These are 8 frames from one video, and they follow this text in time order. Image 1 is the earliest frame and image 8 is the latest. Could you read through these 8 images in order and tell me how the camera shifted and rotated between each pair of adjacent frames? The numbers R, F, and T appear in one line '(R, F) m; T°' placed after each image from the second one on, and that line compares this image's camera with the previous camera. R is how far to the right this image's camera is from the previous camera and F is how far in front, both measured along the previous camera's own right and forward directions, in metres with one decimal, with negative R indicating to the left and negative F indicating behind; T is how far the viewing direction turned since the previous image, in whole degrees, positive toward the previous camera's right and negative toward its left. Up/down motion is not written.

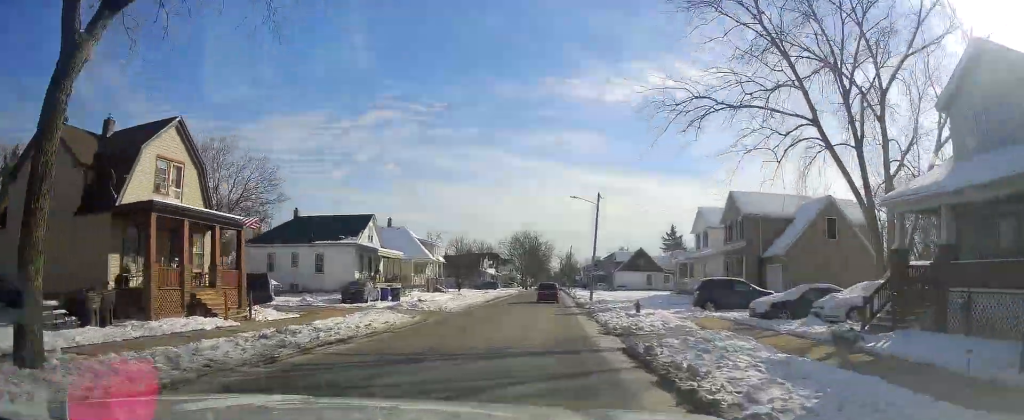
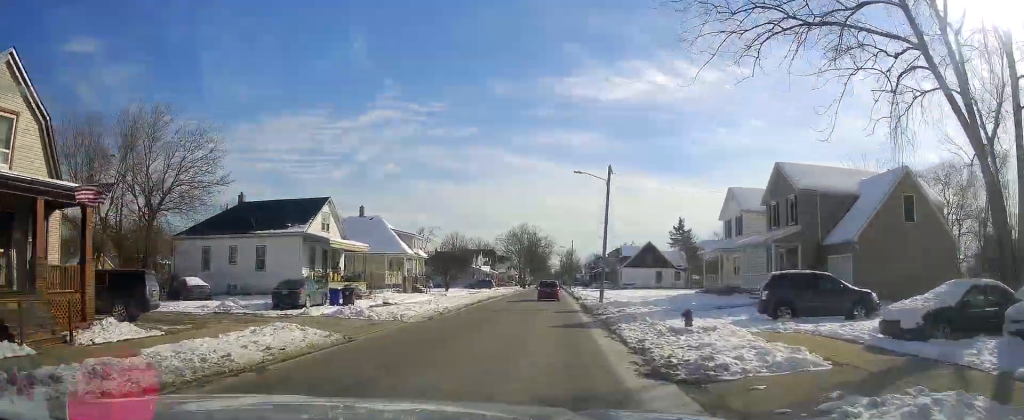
(+0.1, +9.8) m; 0°
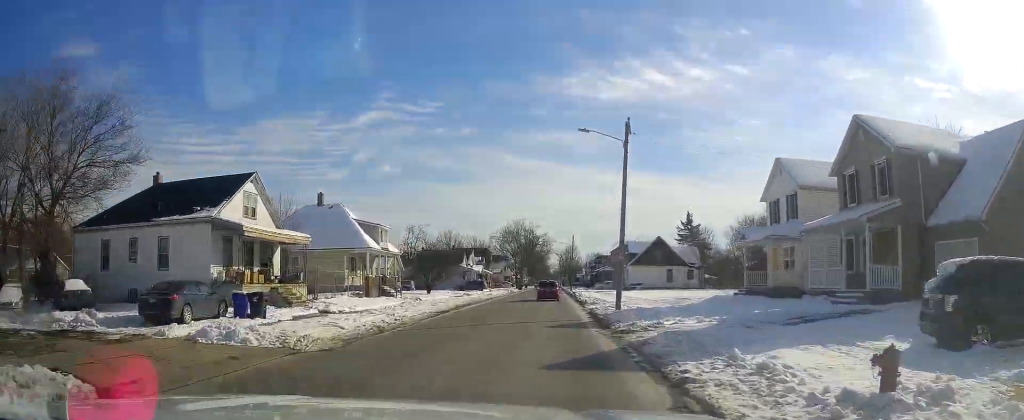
(-0.5, +10.4) m; 0°
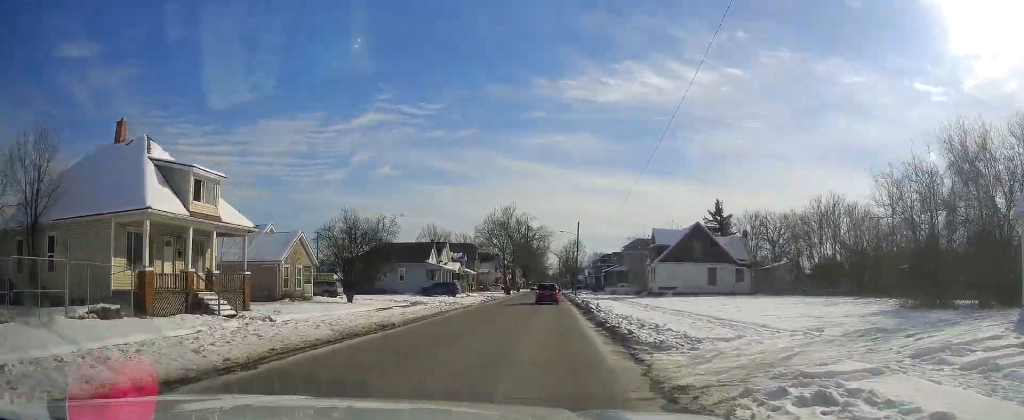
(+0.3, +25.6) m; 0°
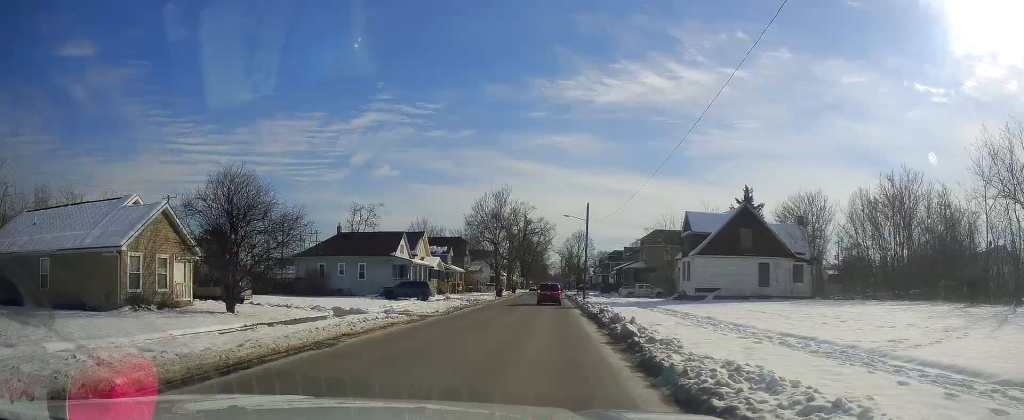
(-0.1, +16.6) m; 0°
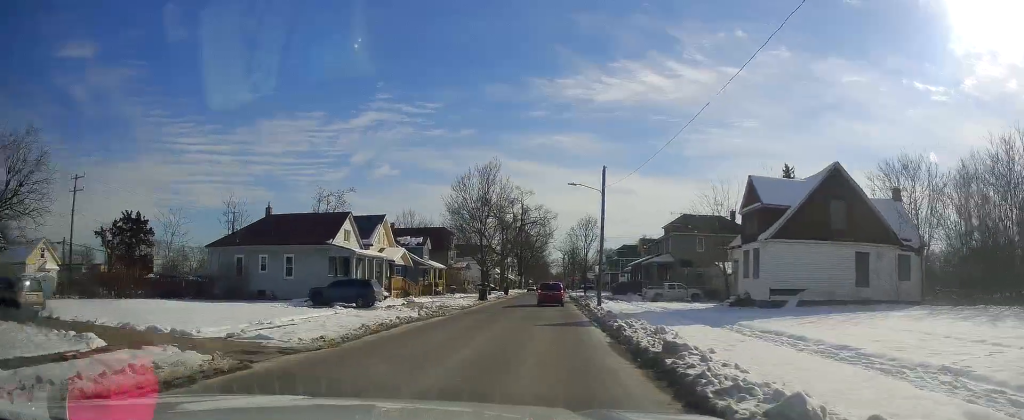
(0.0, +17.4) m; 0°
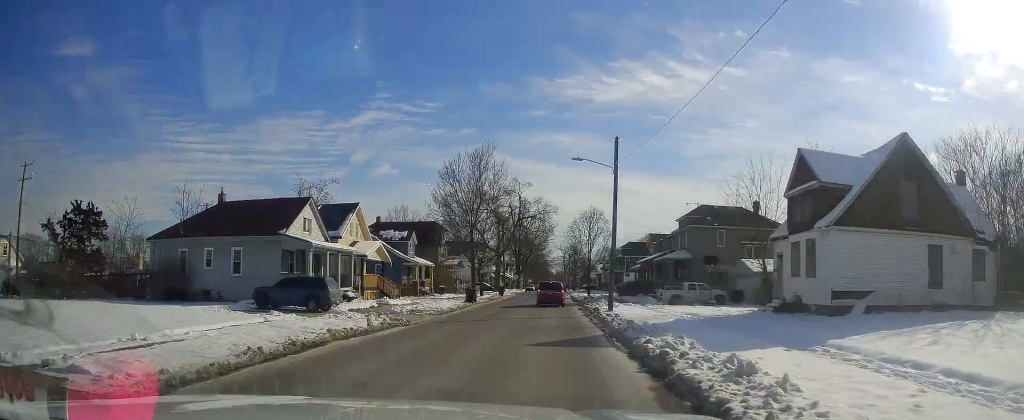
(-0.3, +7.8) m; 0°
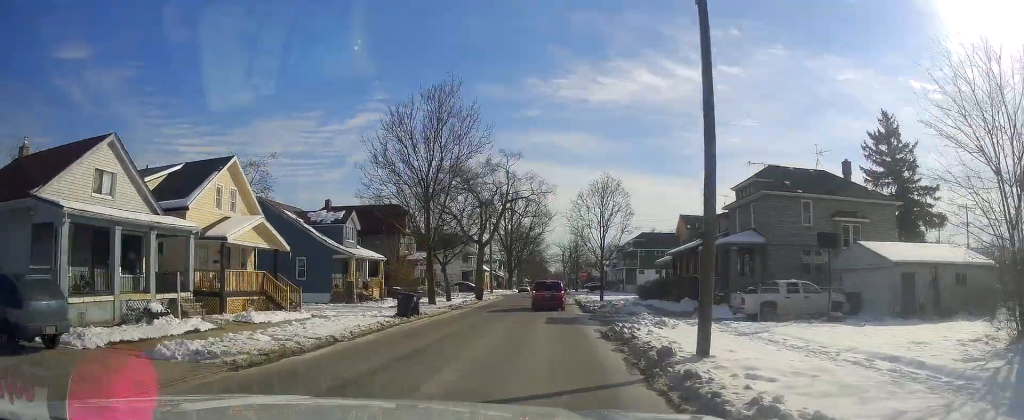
(+0.7, +20.4) m; +1°
